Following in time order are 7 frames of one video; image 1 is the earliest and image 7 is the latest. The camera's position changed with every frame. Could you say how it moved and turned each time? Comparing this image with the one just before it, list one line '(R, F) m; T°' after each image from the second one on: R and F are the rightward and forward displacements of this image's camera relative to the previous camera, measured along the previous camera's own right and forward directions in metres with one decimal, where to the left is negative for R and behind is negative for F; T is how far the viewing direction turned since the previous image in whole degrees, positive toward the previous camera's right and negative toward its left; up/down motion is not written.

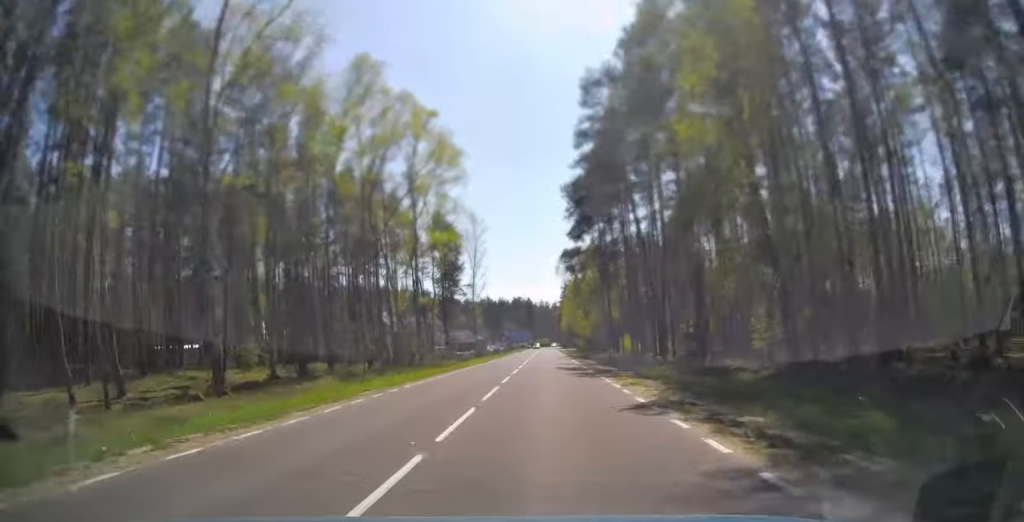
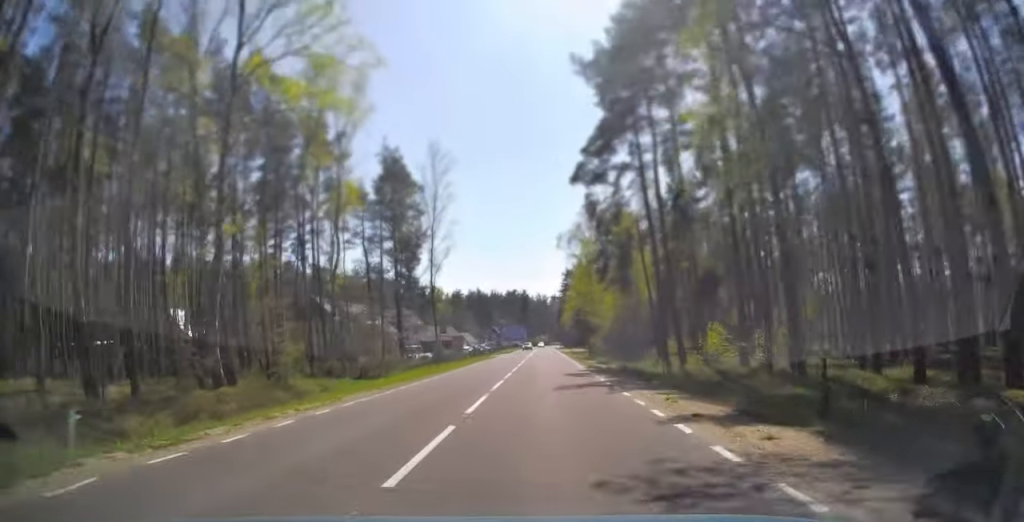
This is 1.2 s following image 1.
(+0.1, +32.5) m; 0°
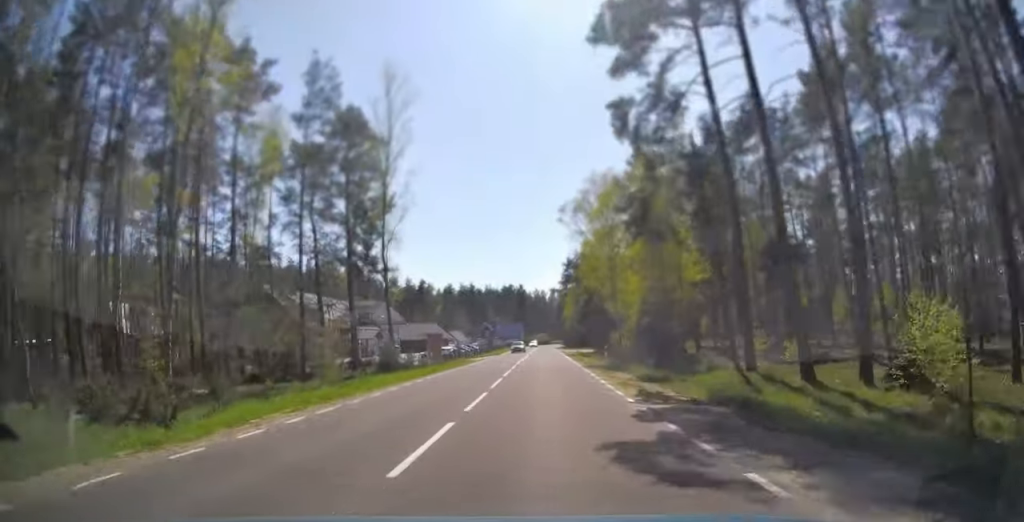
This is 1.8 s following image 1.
(0.0, +17.4) m; 0°
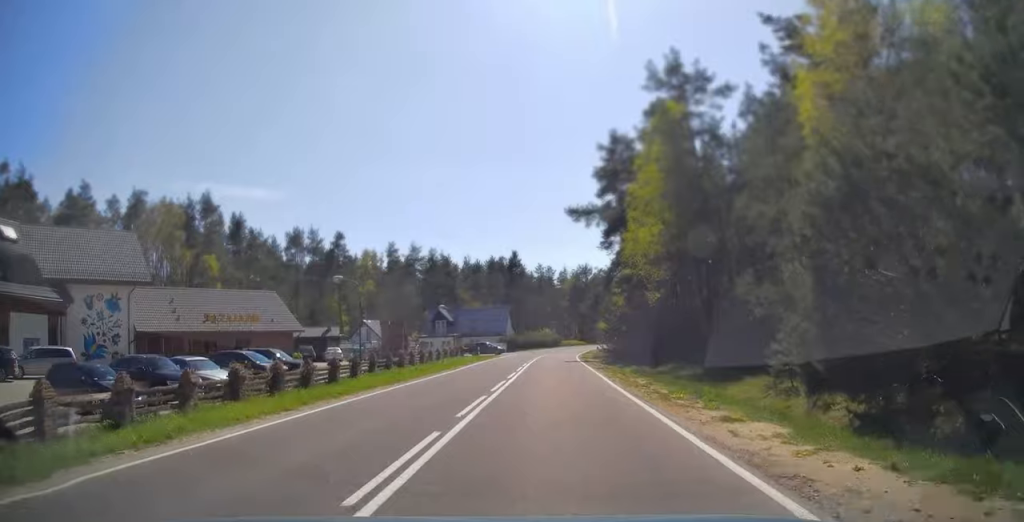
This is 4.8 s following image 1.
(-0.3, +82.0) m; 0°
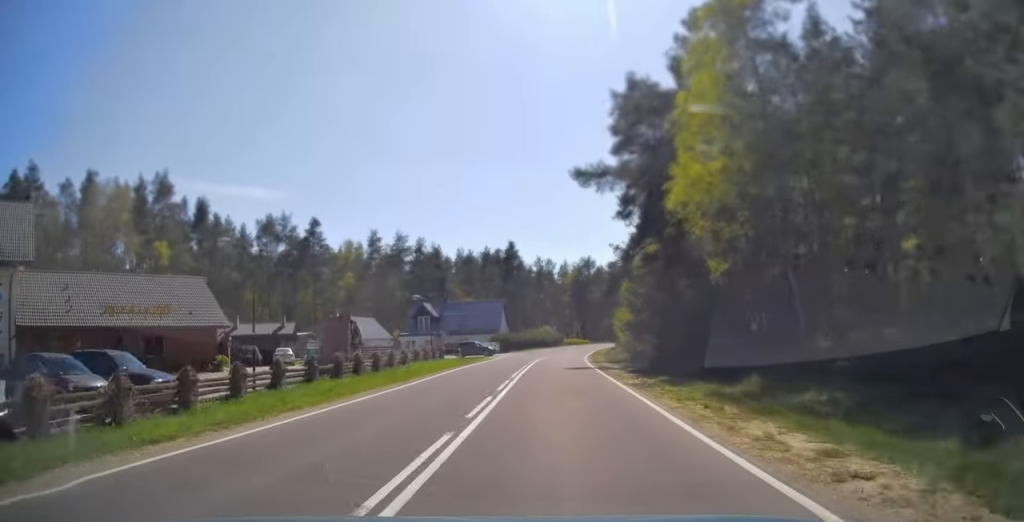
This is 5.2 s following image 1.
(0.0, +11.9) m; 0°
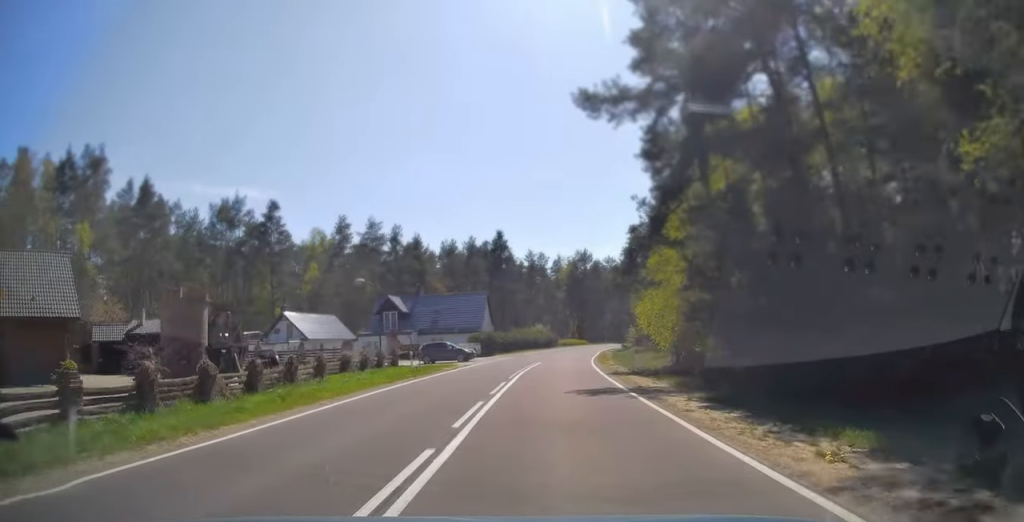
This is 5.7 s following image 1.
(0.0, +13.3) m; +1°
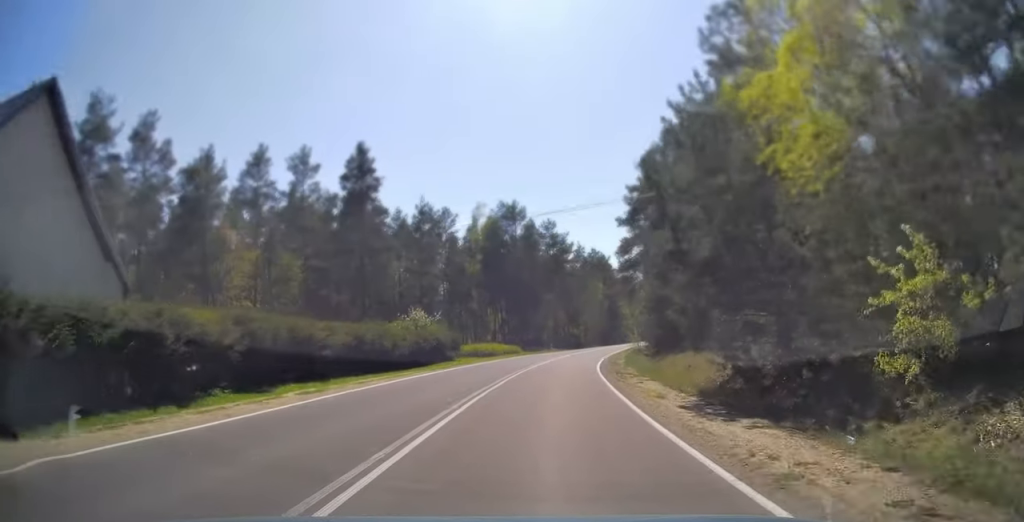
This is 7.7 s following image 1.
(+3.0, +54.0) m; +7°
